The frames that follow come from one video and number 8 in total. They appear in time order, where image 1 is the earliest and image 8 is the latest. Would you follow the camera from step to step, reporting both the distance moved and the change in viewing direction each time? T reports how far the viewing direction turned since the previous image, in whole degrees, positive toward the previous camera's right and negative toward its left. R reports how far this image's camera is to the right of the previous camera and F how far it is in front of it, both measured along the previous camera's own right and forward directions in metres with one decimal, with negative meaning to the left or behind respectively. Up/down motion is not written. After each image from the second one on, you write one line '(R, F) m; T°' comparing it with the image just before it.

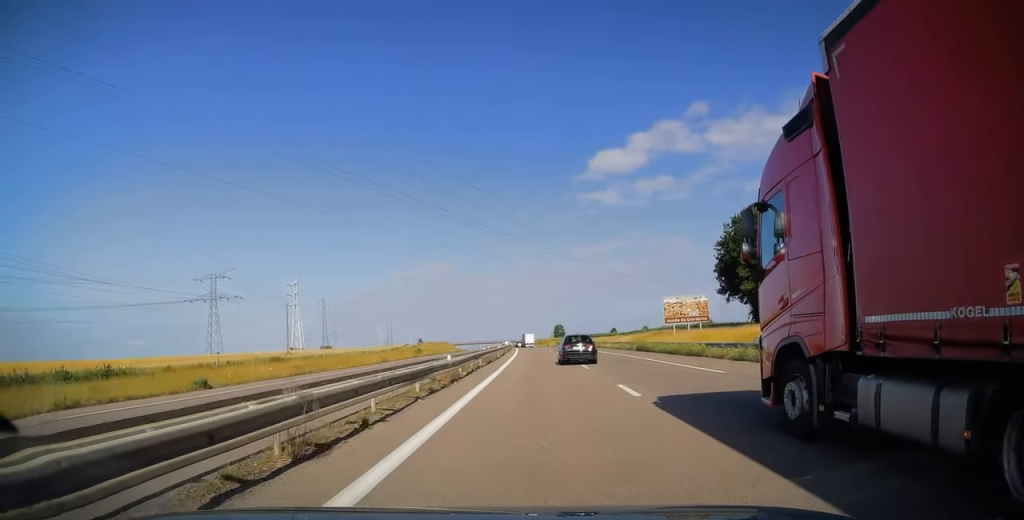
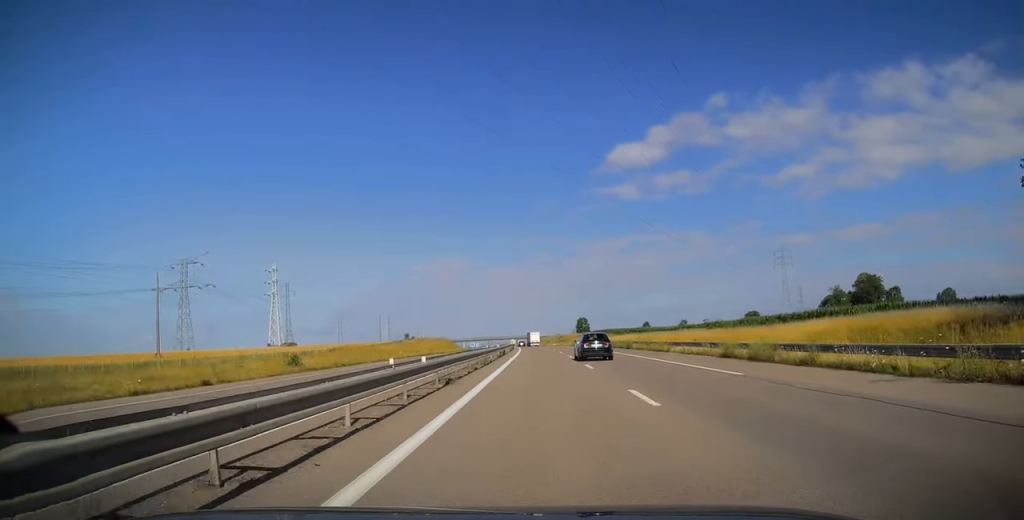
(-0.7, +53.3) m; -1°
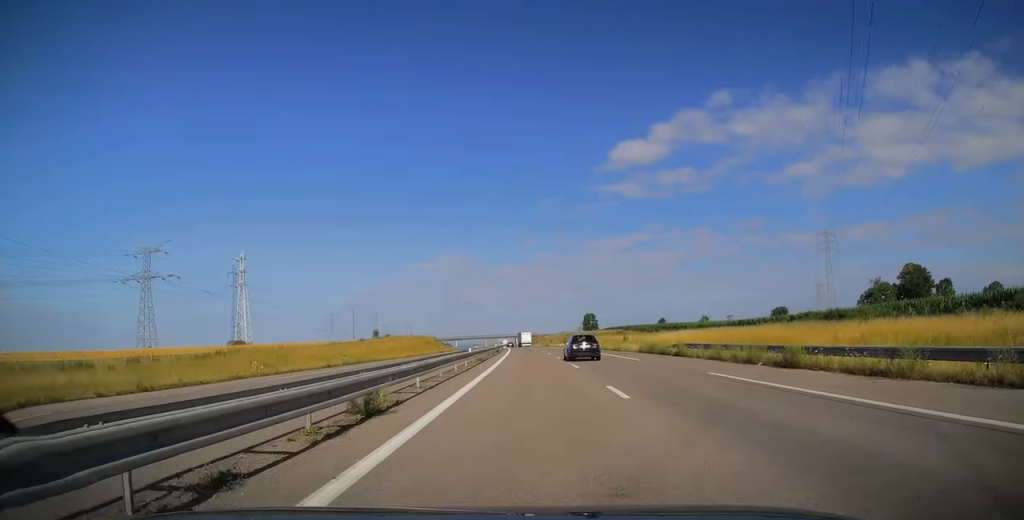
(-0.4, +37.1) m; -1°
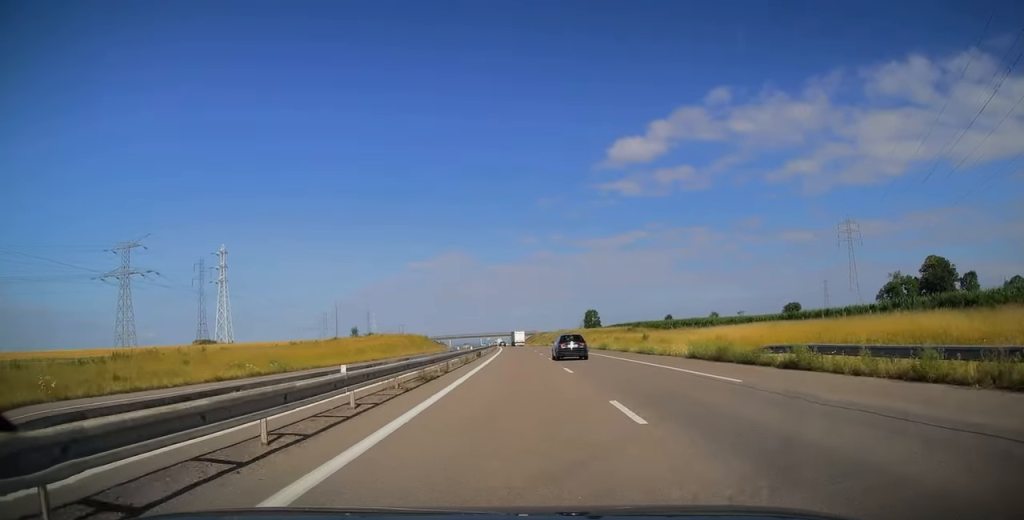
(0.0, +16.7) m; 0°
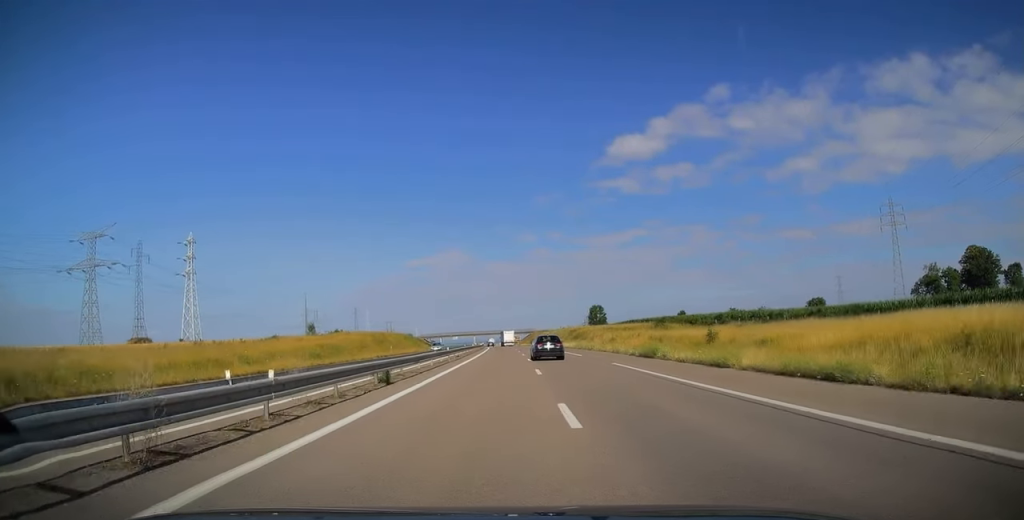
(0.0, +25.8) m; 0°
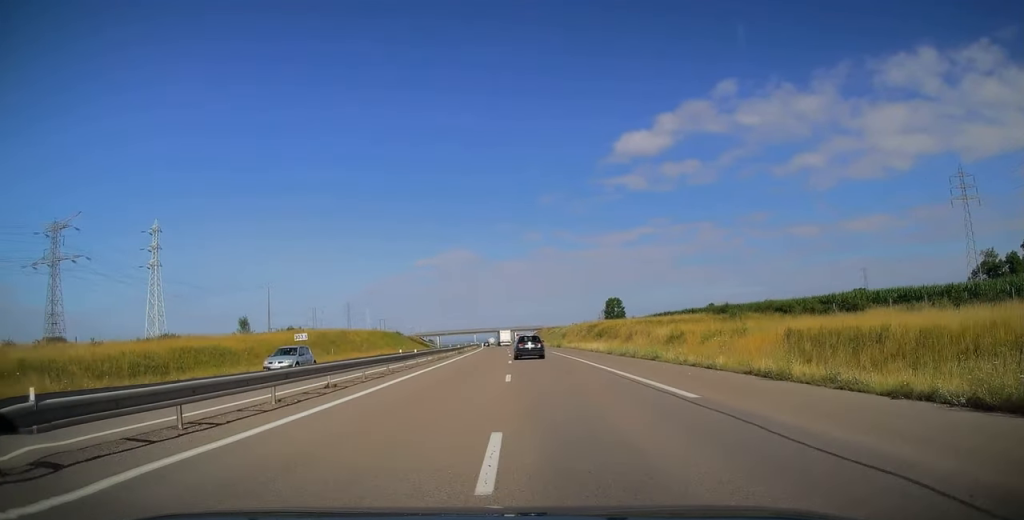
(-0.2, +29.2) m; -1°
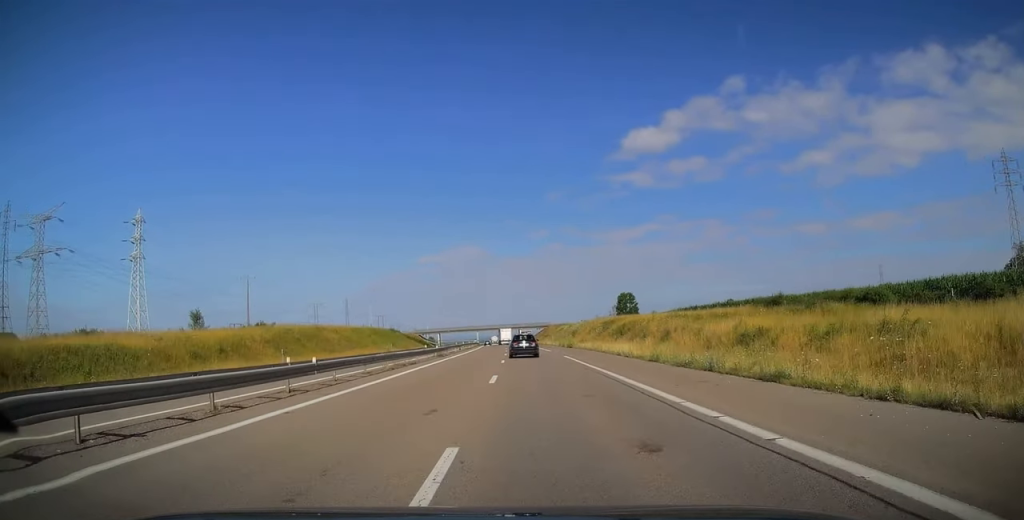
(0.0, +14.0) m; -1°
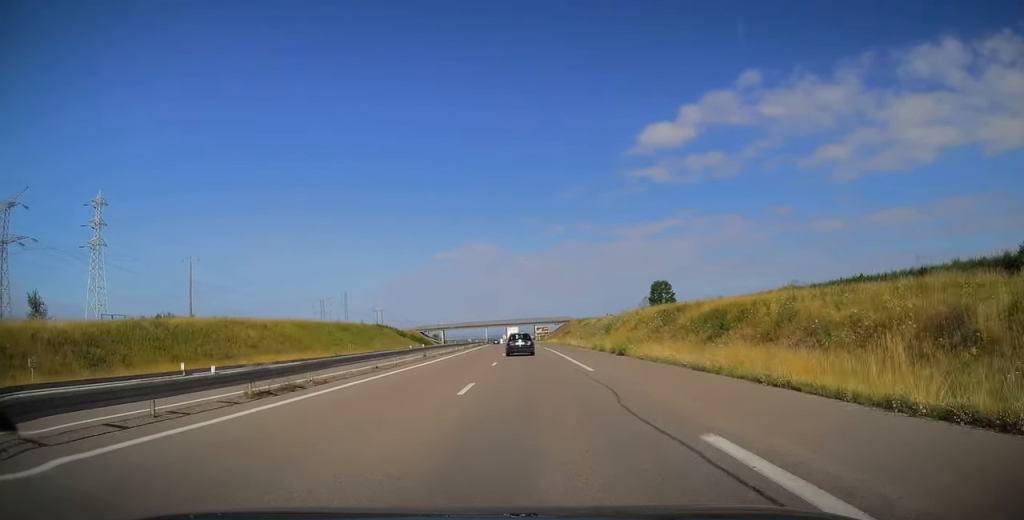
(-0.5, +29.4) m; -1°
